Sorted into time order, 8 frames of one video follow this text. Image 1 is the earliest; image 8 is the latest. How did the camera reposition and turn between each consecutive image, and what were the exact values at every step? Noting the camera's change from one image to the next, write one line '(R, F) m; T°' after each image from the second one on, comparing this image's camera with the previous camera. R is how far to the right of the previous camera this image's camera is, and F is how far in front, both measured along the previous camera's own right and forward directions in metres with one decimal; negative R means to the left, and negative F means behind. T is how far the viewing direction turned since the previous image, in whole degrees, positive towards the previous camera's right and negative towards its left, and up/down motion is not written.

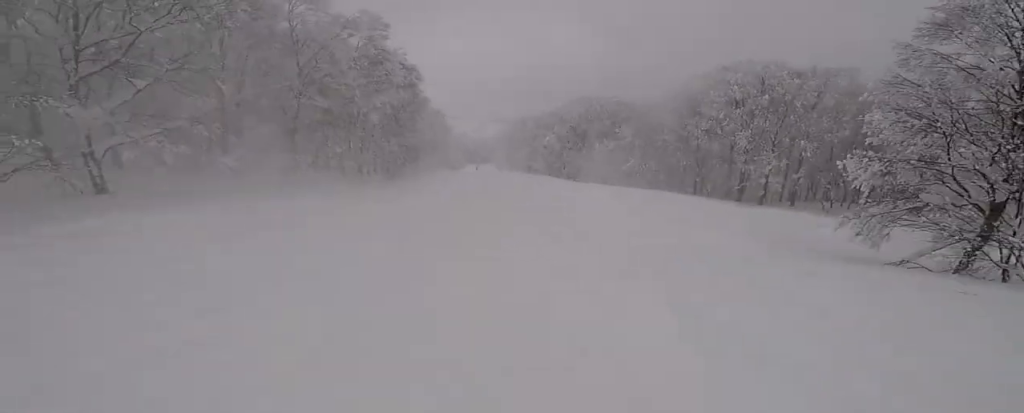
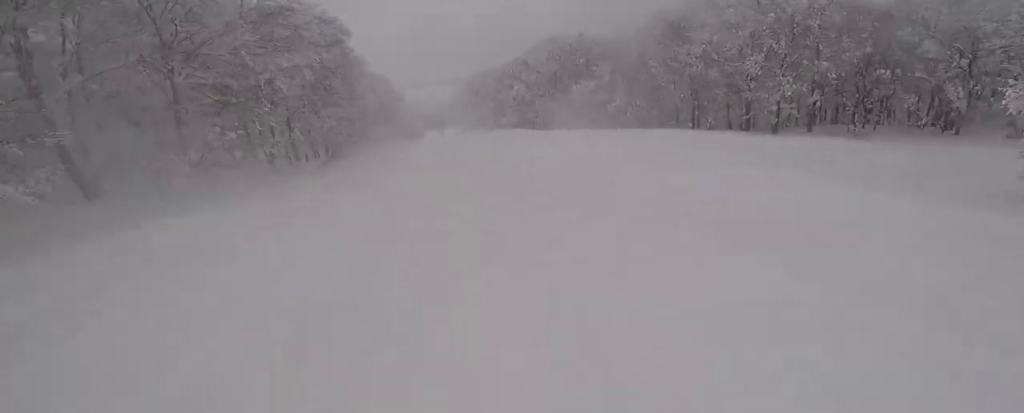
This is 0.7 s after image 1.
(0.0, +5.5) m; 0°
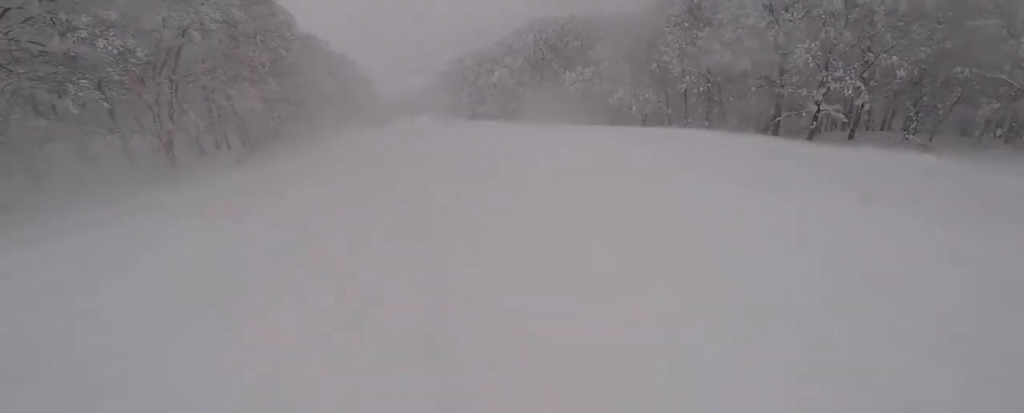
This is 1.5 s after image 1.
(0.0, +6.6) m; 0°
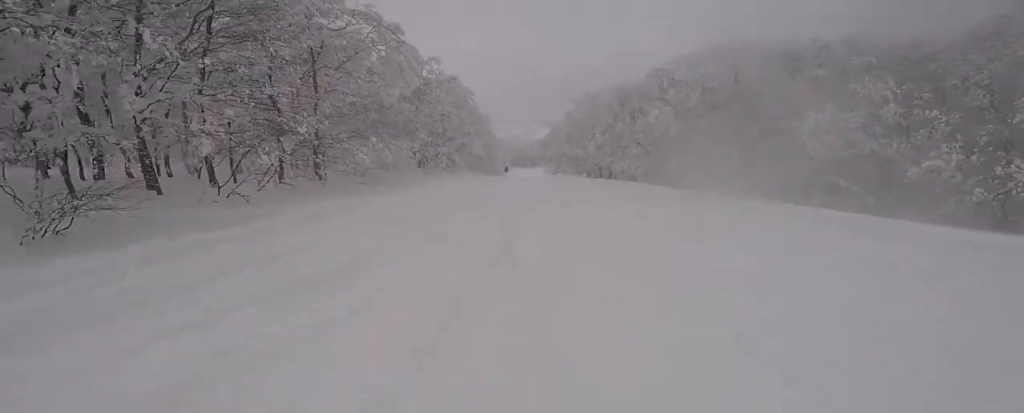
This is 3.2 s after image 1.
(-0.7, +14.1) m; -6°
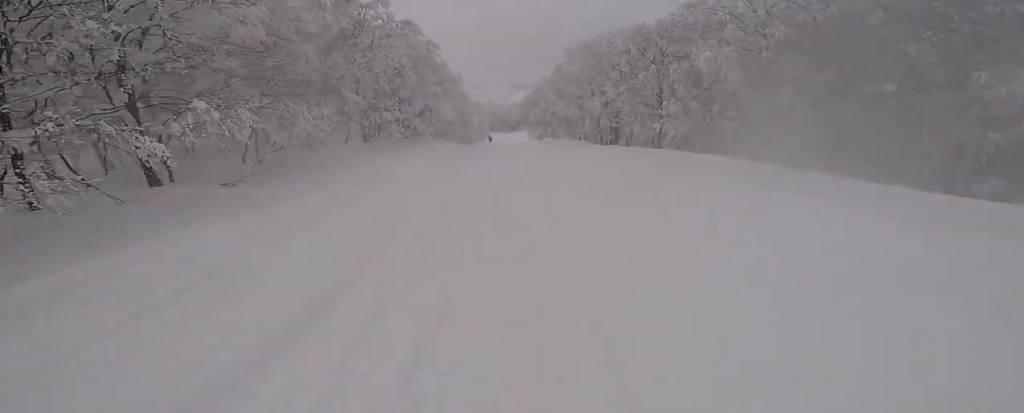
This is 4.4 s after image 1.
(0.0, +9.9) m; 0°
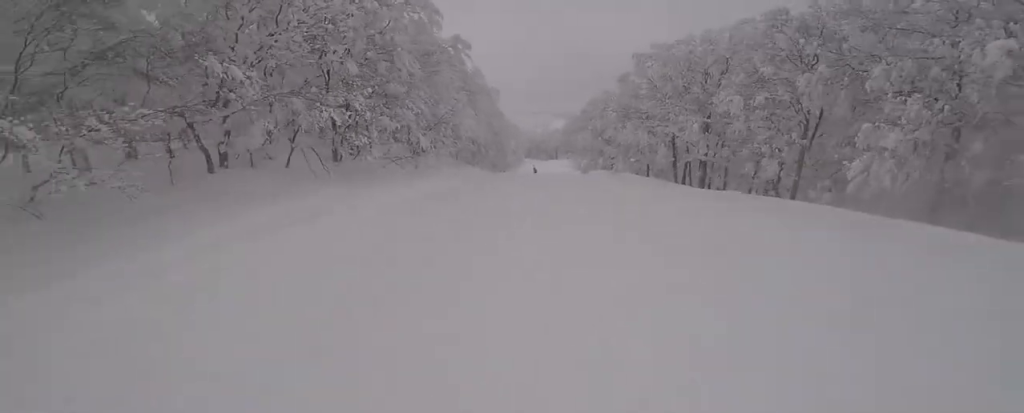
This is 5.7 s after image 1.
(-0.4, +11.0) m; 0°
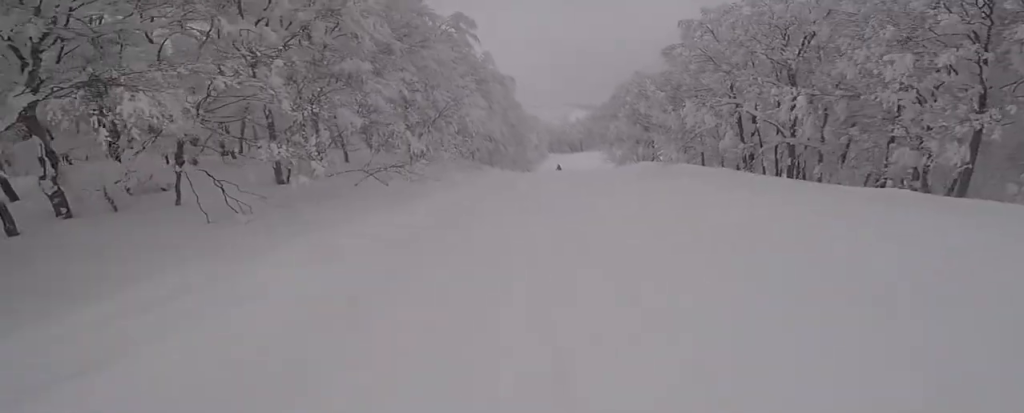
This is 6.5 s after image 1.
(+0.5, +6.6) m; +4°
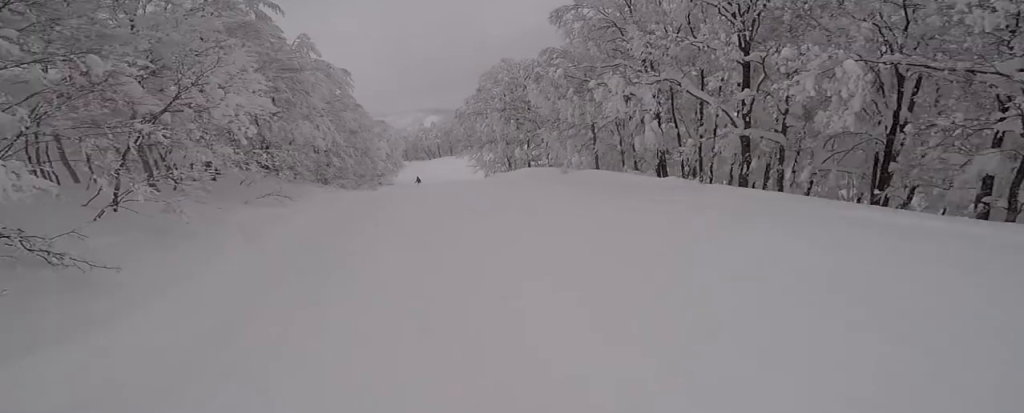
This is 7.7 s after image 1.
(+0.3, +9.3) m; +2°
